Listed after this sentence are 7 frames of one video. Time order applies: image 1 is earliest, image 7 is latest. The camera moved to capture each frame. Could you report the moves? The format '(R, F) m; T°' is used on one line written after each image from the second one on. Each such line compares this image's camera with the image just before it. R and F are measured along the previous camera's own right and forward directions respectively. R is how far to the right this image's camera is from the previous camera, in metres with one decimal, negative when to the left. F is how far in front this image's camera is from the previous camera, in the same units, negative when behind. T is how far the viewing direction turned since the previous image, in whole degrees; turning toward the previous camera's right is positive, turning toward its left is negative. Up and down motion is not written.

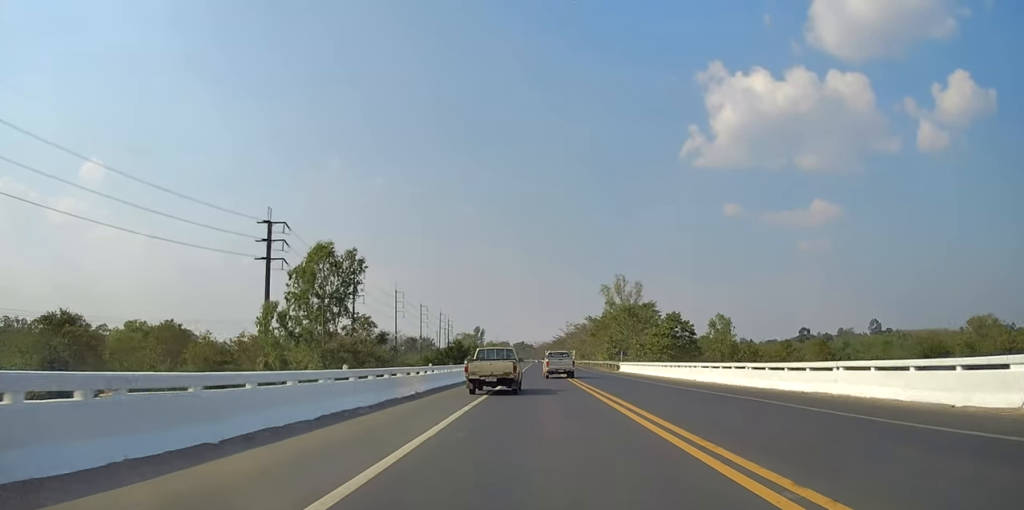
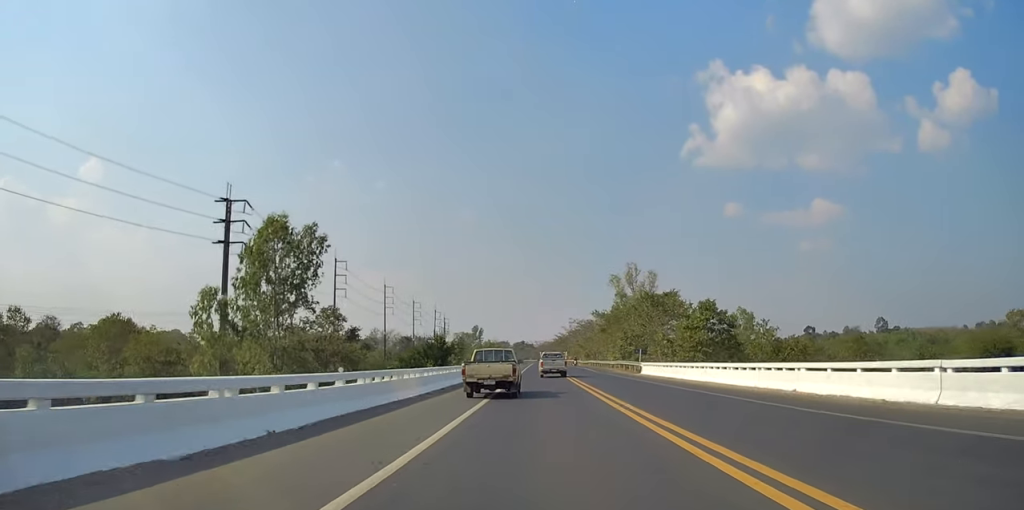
(-0.6, +13.6) m; 0°
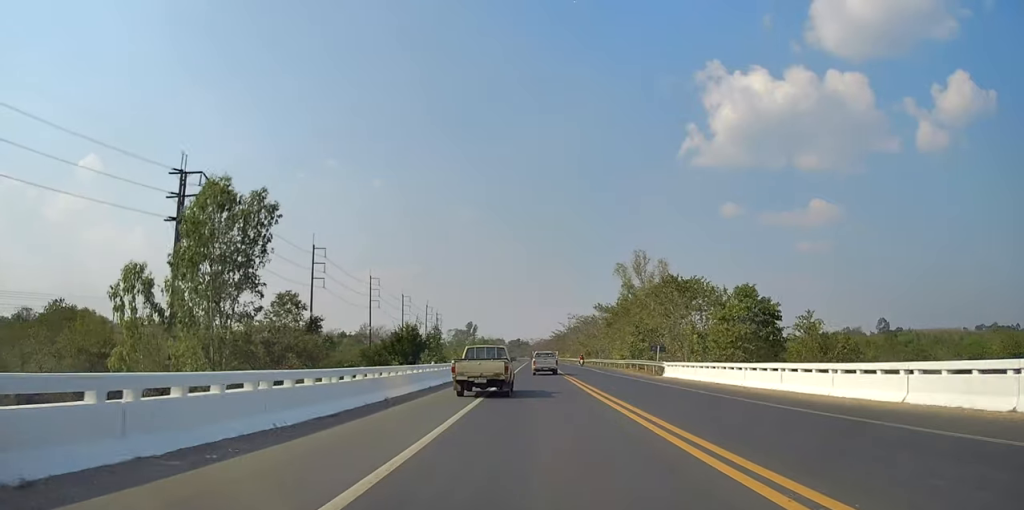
(+0.5, +11.0) m; +2°
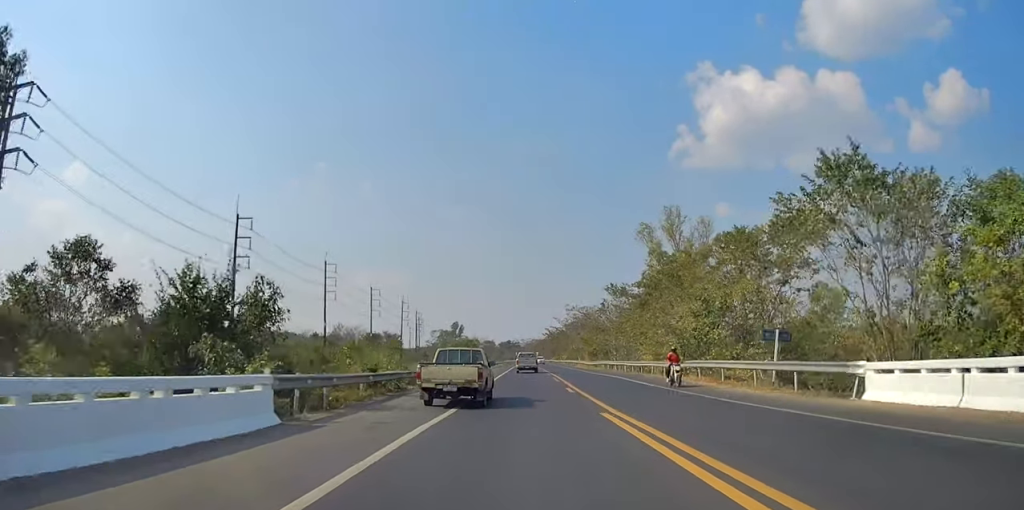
(+0.4, +27.7) m; -1°
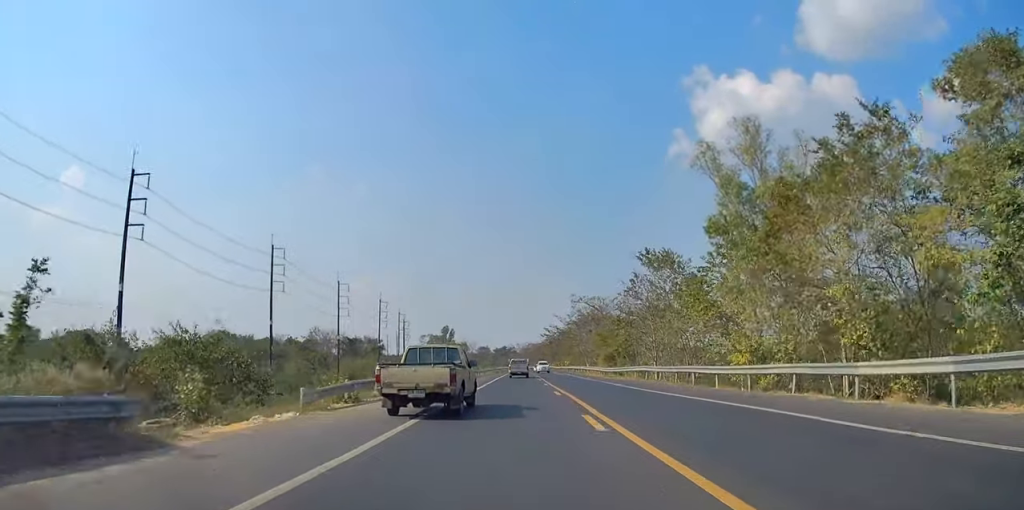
(-0.3, +23.5) m; +1°
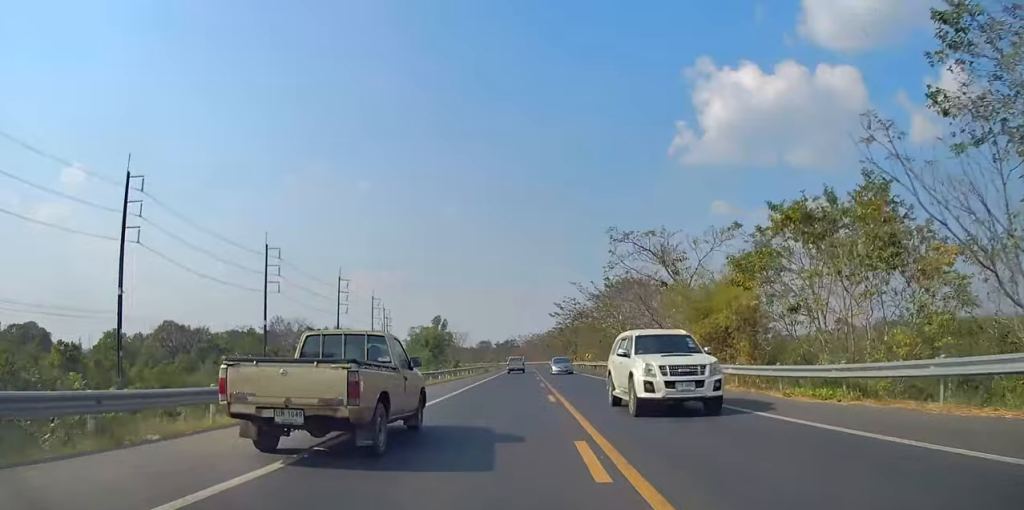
(+0.8, +40.9) m; -1°
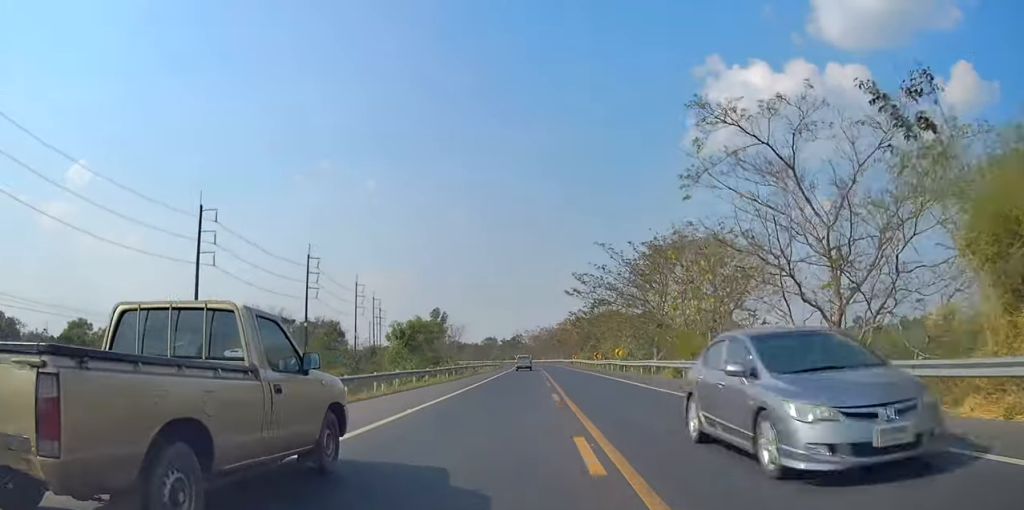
(-0.4, +22.9) m; -1°
